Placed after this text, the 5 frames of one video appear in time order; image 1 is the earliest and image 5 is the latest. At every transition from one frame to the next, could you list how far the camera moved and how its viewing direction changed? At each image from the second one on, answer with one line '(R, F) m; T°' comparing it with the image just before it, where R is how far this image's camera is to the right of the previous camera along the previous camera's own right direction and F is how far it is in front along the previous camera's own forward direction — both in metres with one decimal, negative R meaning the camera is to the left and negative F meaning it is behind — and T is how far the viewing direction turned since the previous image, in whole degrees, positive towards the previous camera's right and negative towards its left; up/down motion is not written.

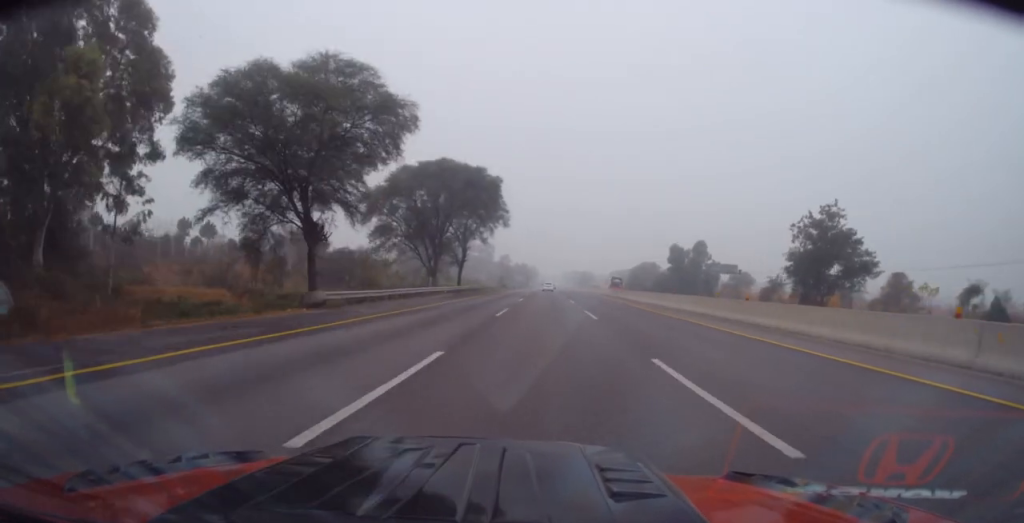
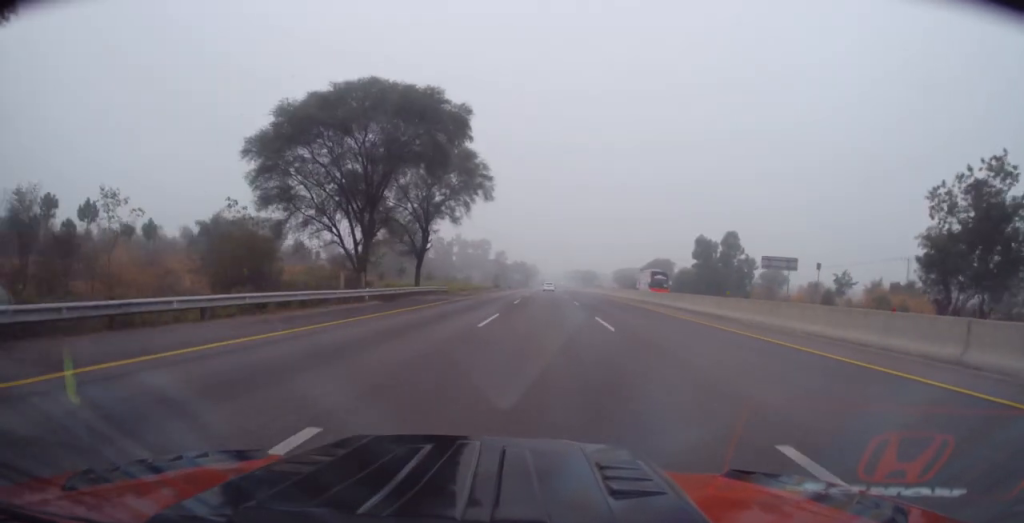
(-0.1, +23.6) m; 0°
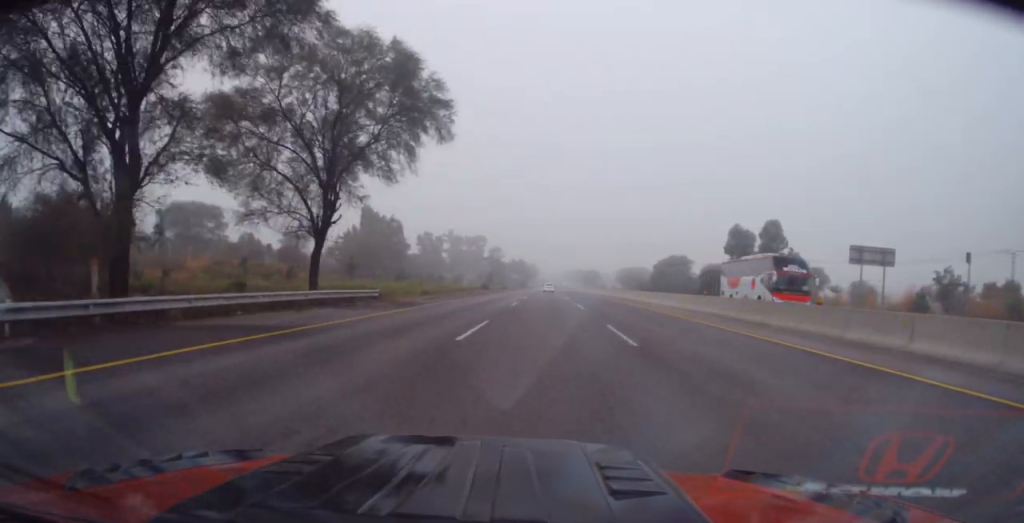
(0.0, +22.0) m; -1°
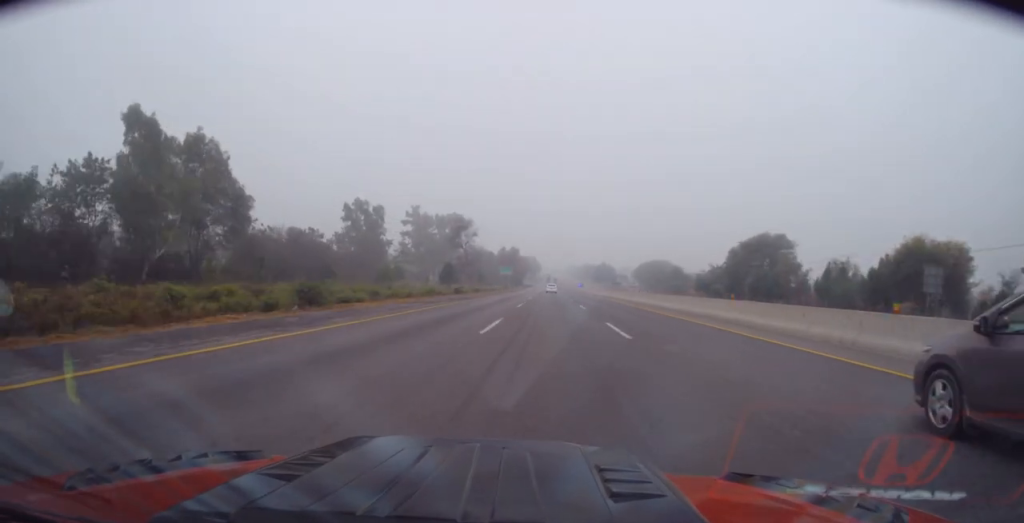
(-0.3, +69.0) m; 0°
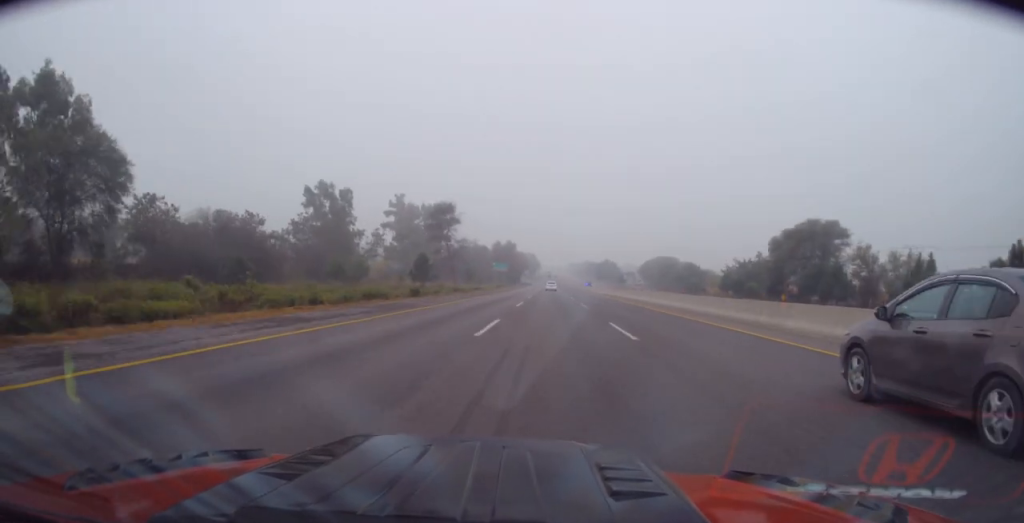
(-0.1, +18.9) m; 0°
